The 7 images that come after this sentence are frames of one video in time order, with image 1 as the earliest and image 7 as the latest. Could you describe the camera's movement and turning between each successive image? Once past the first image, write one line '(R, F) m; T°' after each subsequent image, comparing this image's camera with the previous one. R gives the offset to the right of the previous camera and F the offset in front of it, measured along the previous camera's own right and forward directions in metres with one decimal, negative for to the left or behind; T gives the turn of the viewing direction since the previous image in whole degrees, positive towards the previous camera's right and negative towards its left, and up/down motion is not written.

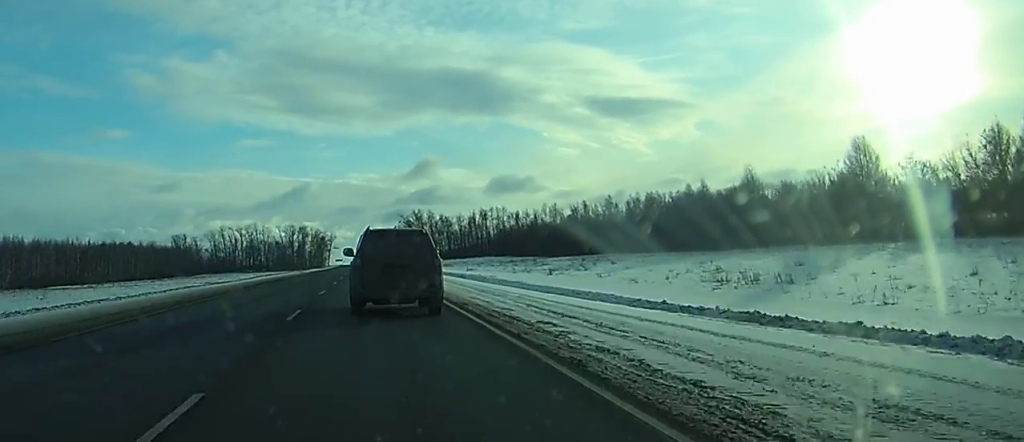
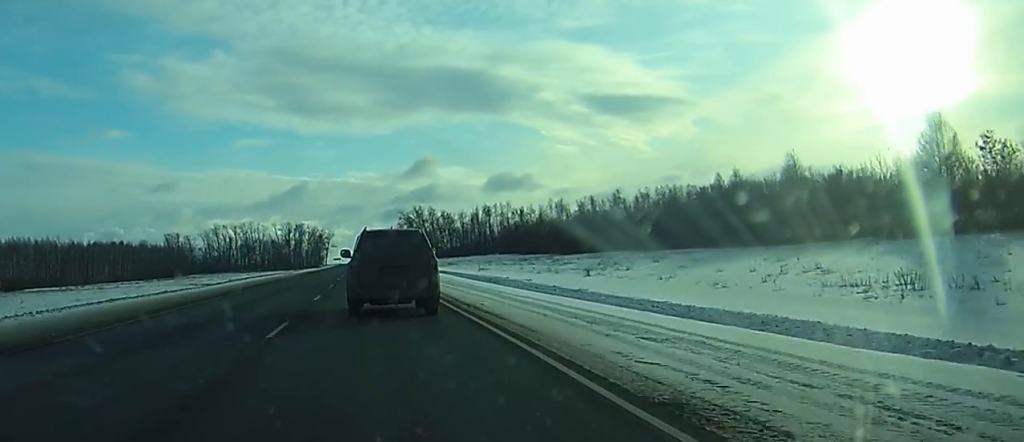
(0.0, +15.0) m; 0°
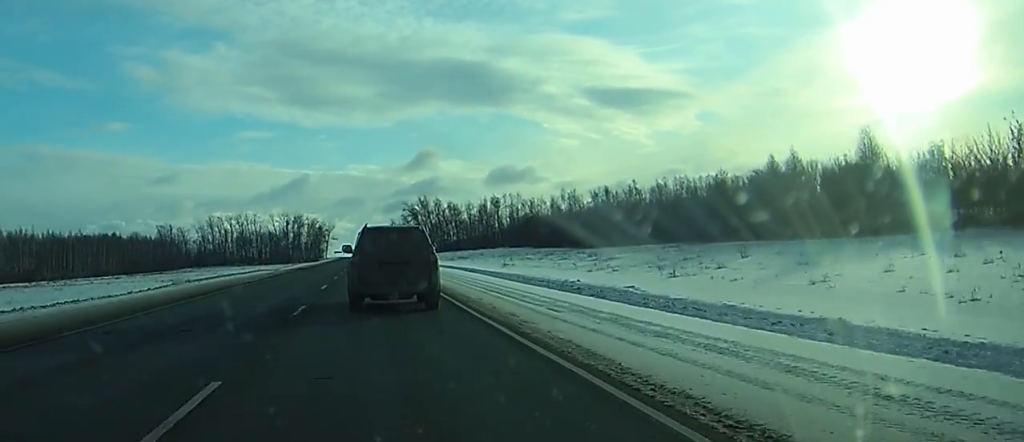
(-0.1, +19.8) m; 0°
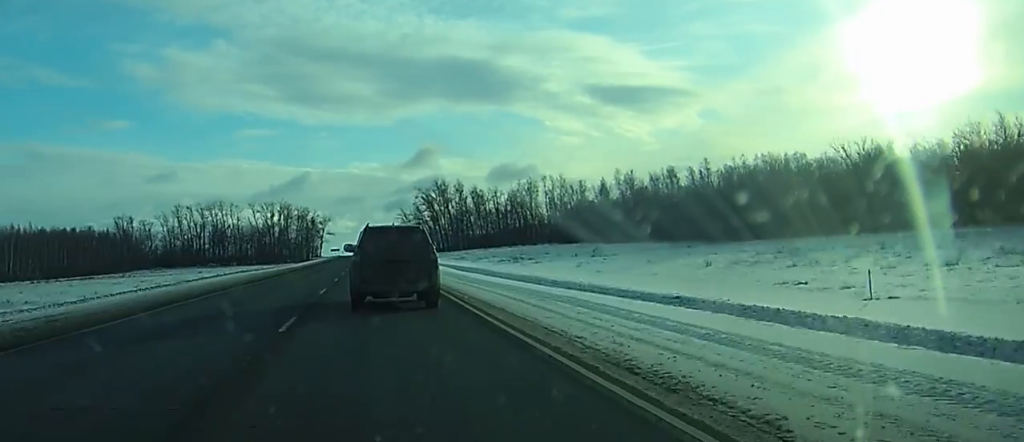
(0.0, +74.8) m; 0°
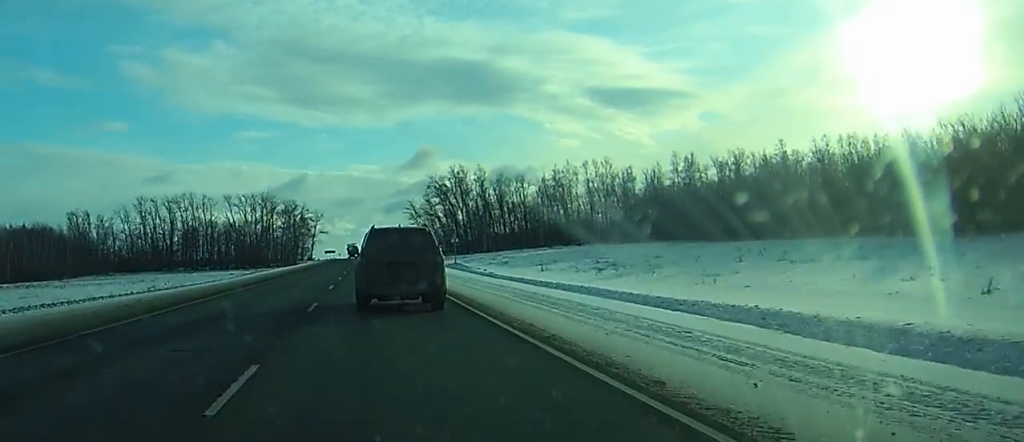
(-0.1, +54.7) m; 0°
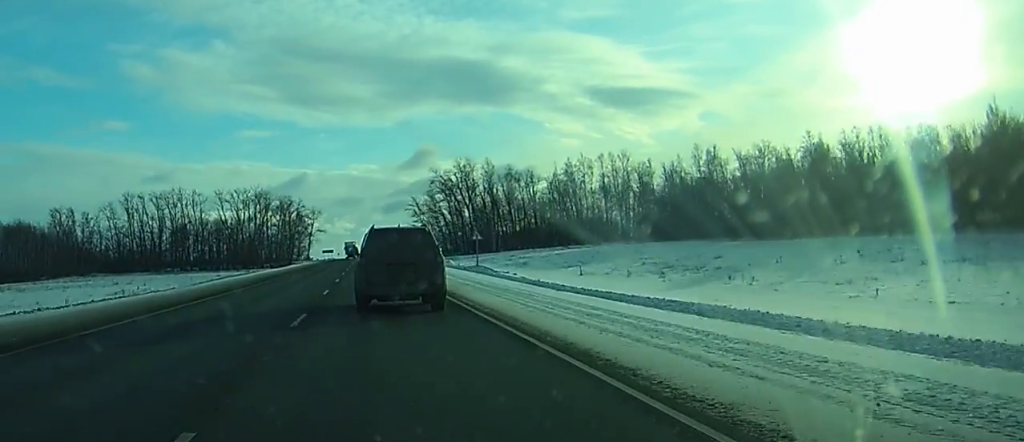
(0.0, +15.9) m; 0°
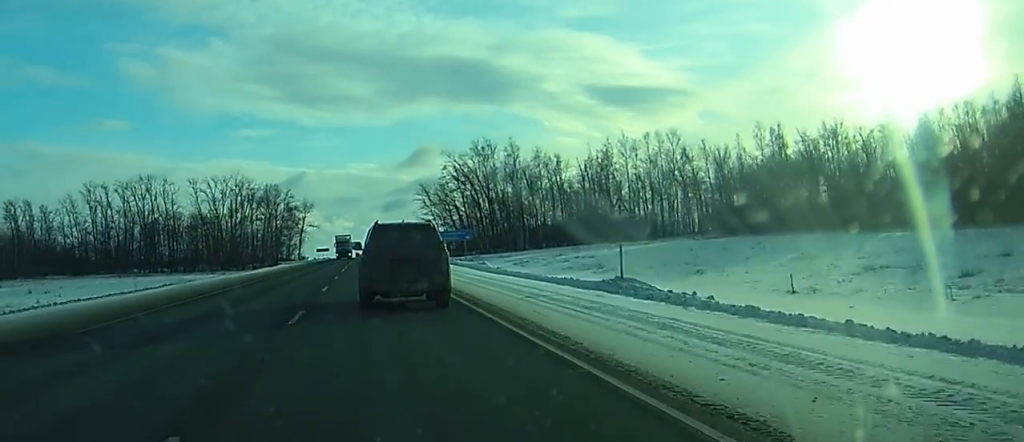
(0.0, +38.1) m; 0°
